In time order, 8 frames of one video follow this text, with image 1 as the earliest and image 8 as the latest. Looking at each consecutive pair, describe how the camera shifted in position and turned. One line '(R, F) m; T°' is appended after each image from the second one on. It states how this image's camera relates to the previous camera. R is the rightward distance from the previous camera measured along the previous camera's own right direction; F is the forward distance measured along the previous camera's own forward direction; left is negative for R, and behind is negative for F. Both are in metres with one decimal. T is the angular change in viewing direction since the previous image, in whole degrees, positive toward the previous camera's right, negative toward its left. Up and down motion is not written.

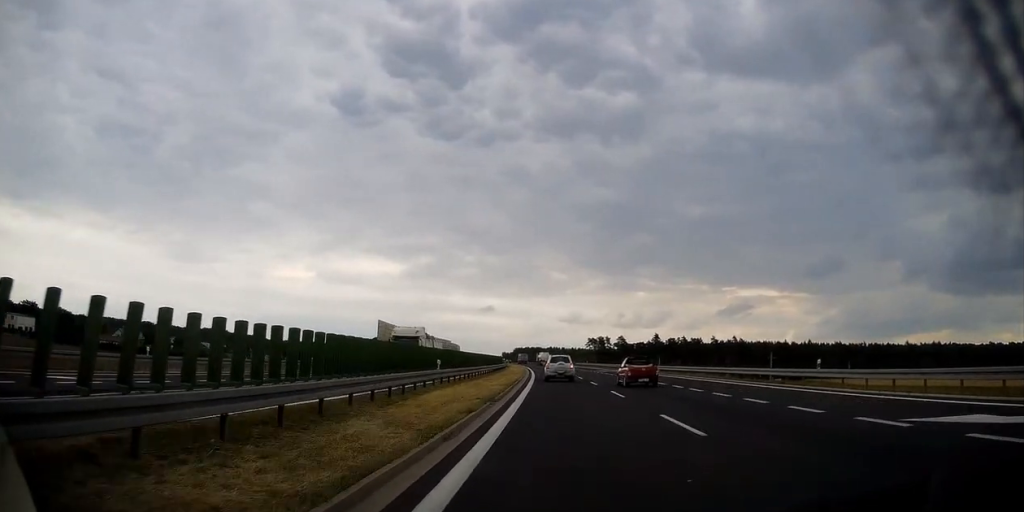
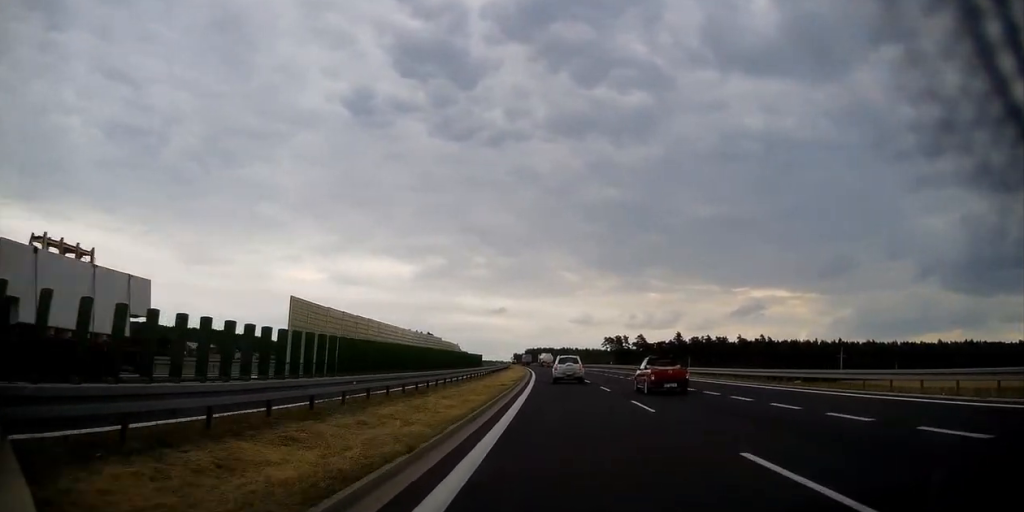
(-0.2, +29.7) m; -1°
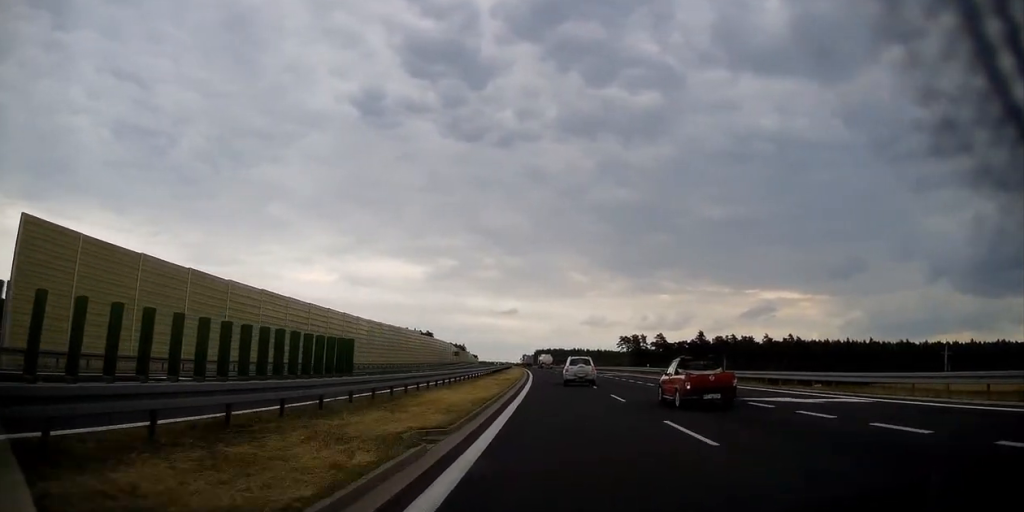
(-0.4, +29.6) m; -1°
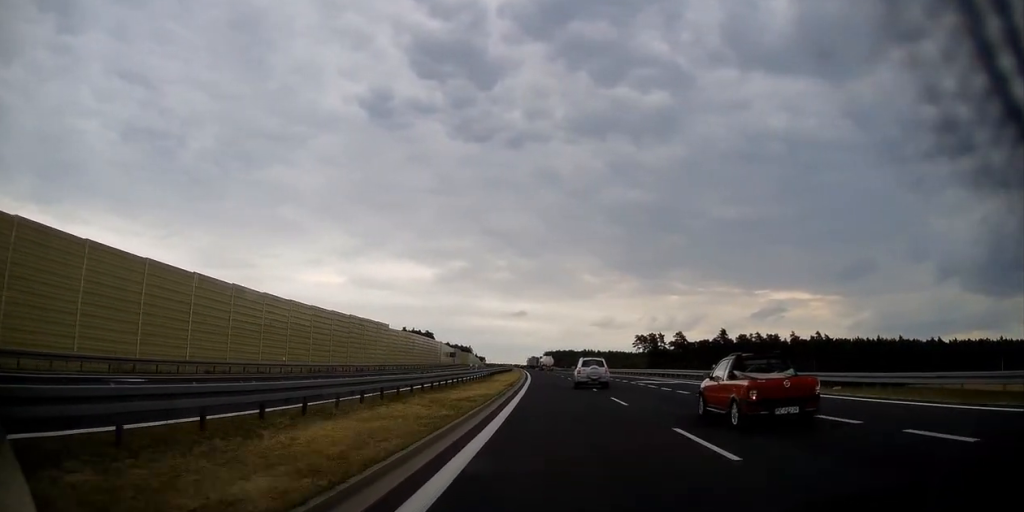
(-0.1, +24.6) m; -1°
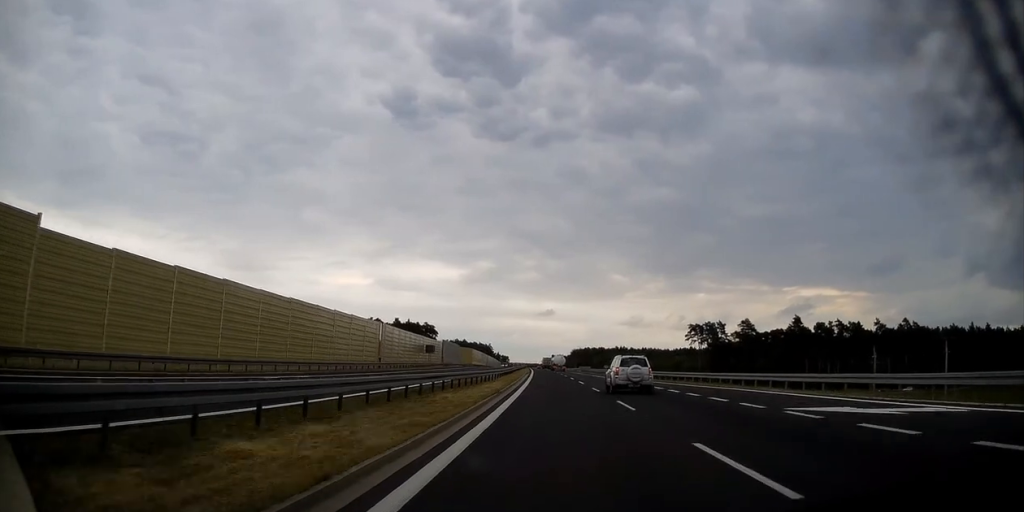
(-1.1, +59.5) m; -2°
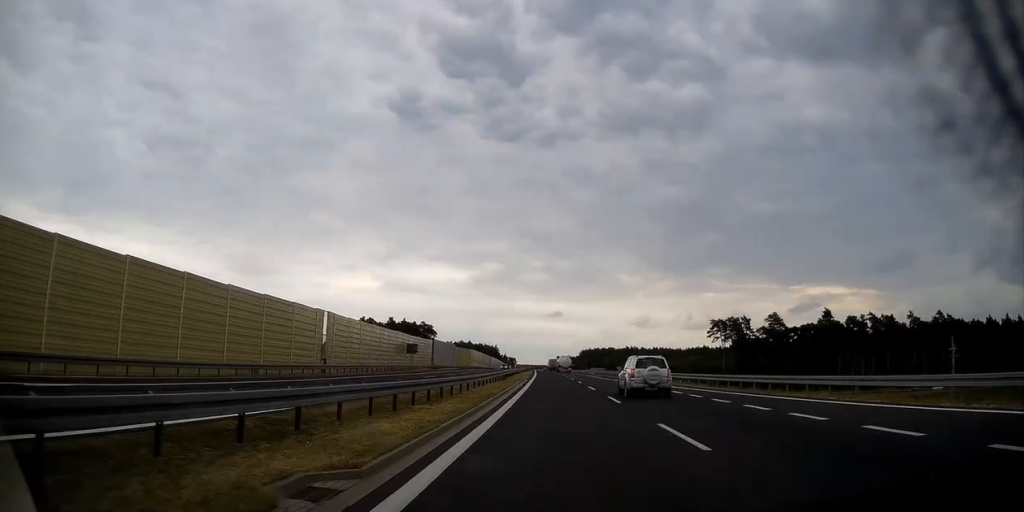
(-0.2, +19.3) m; -1°
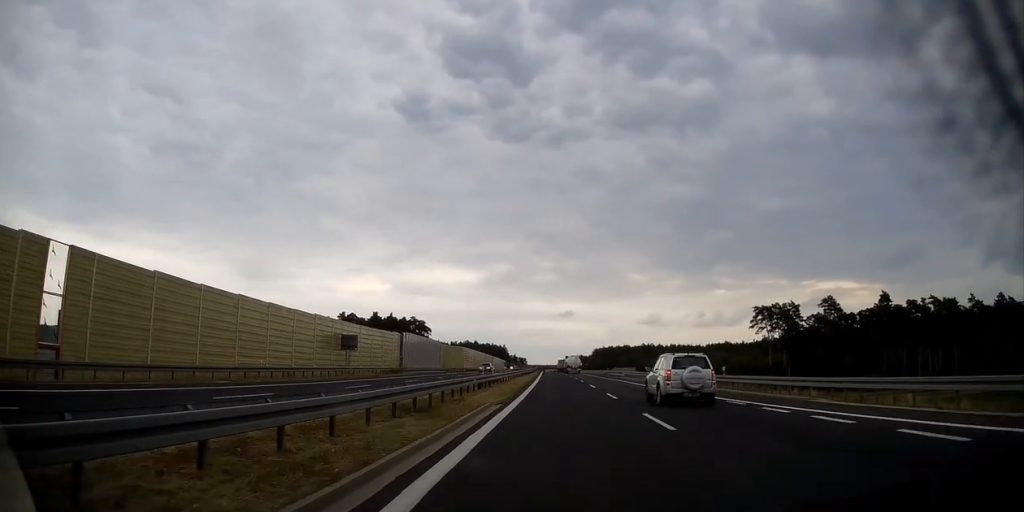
(-0.3, +31.7) m; -1°
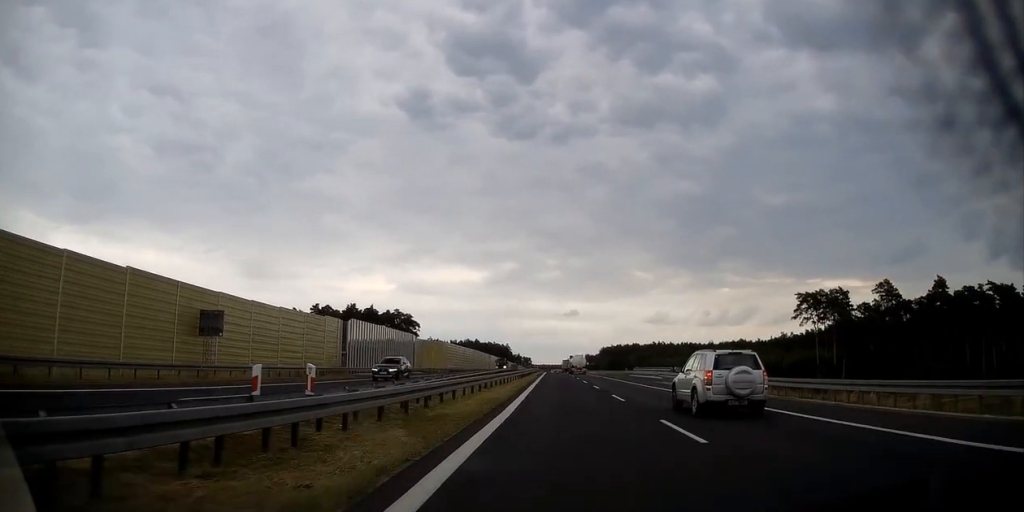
(-0.1, +25.7) m; -1°
